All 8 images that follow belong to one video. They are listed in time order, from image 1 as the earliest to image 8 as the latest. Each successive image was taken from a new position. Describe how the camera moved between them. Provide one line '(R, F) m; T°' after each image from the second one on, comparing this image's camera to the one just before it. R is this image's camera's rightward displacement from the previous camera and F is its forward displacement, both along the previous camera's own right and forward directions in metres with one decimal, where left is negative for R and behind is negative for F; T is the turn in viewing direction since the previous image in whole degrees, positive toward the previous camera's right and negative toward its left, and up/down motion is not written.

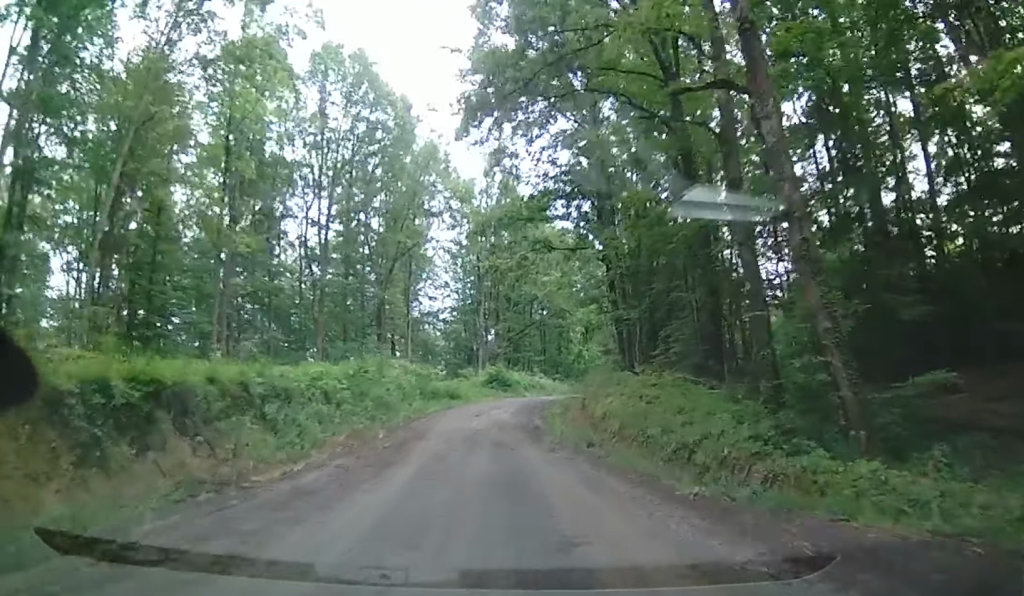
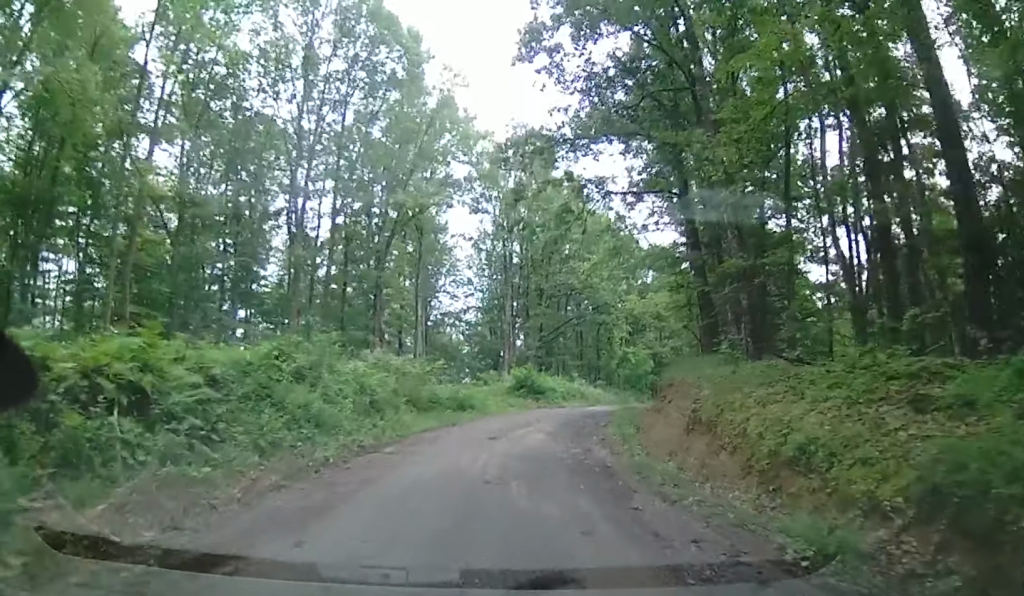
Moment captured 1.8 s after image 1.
(+0.4, +11.2) m; +3°
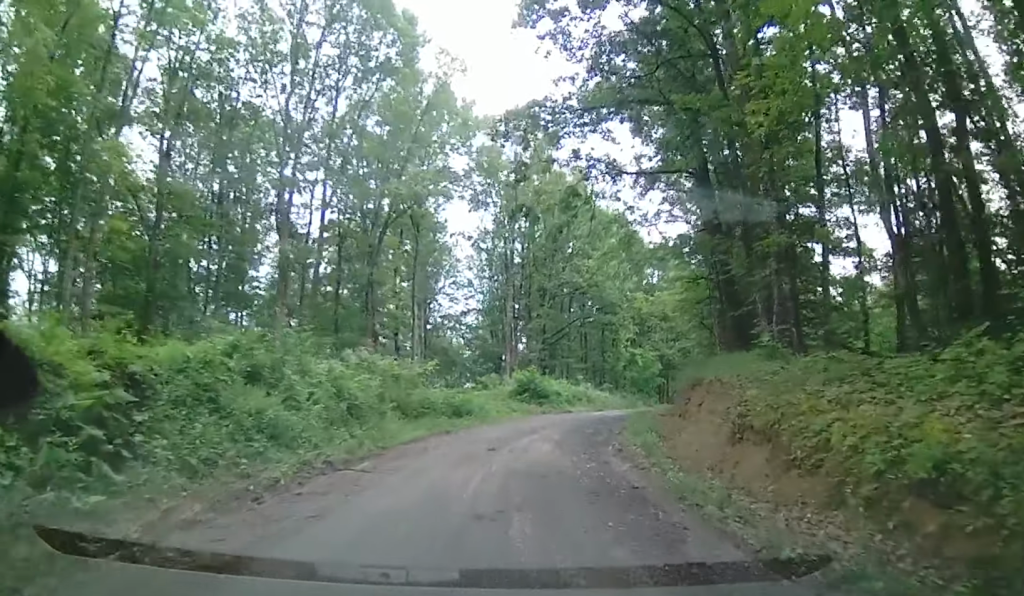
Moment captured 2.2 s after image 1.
(+0.1, +2.4) m; 0°
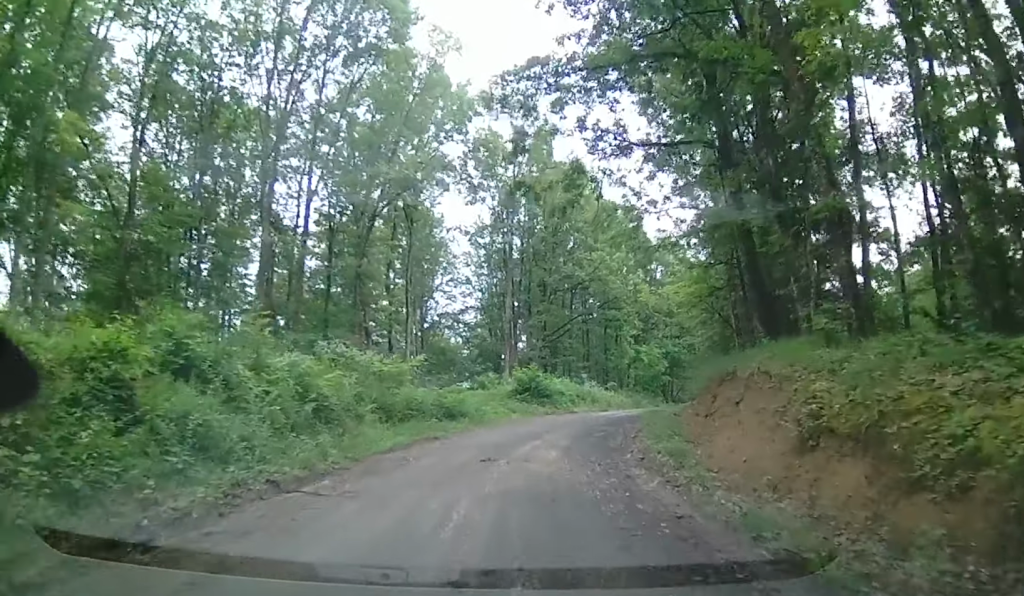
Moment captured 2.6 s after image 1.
(-0.1, +2.4) m; 0°
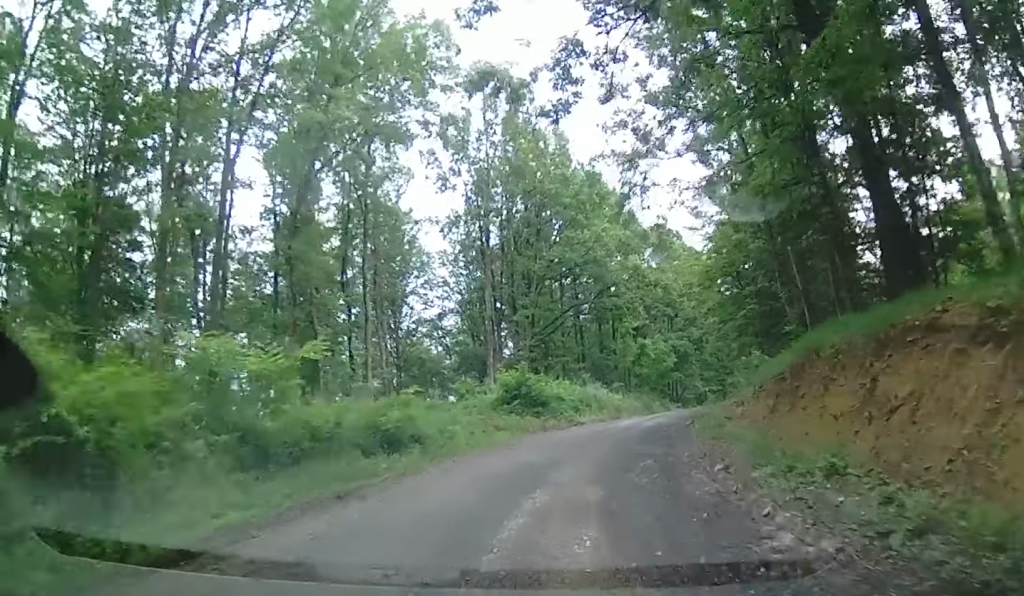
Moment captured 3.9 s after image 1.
(+0.1, +7.5) m; +2°
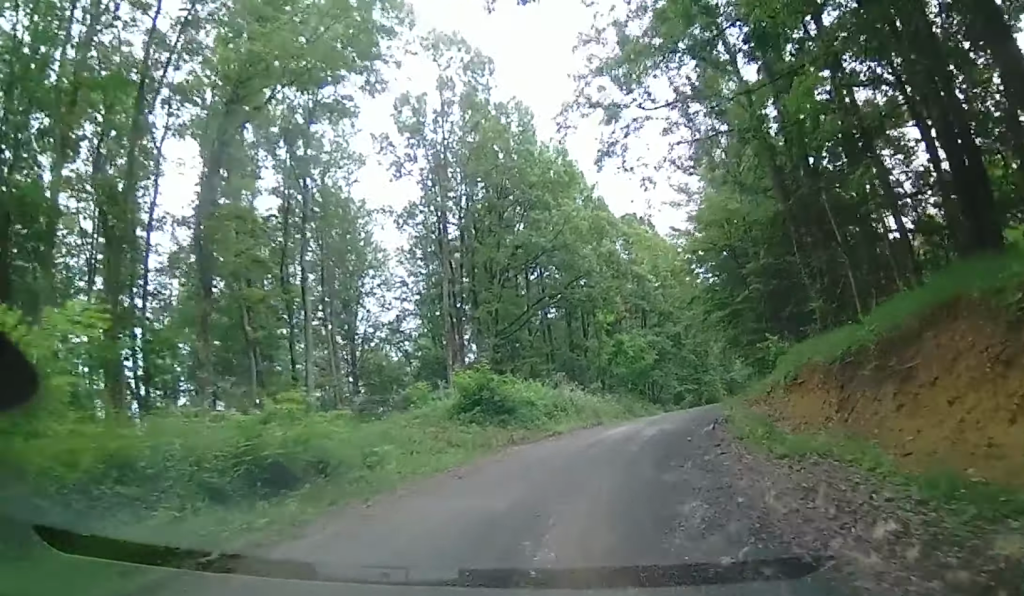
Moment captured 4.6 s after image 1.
(0.0, +4.4) m; +2°
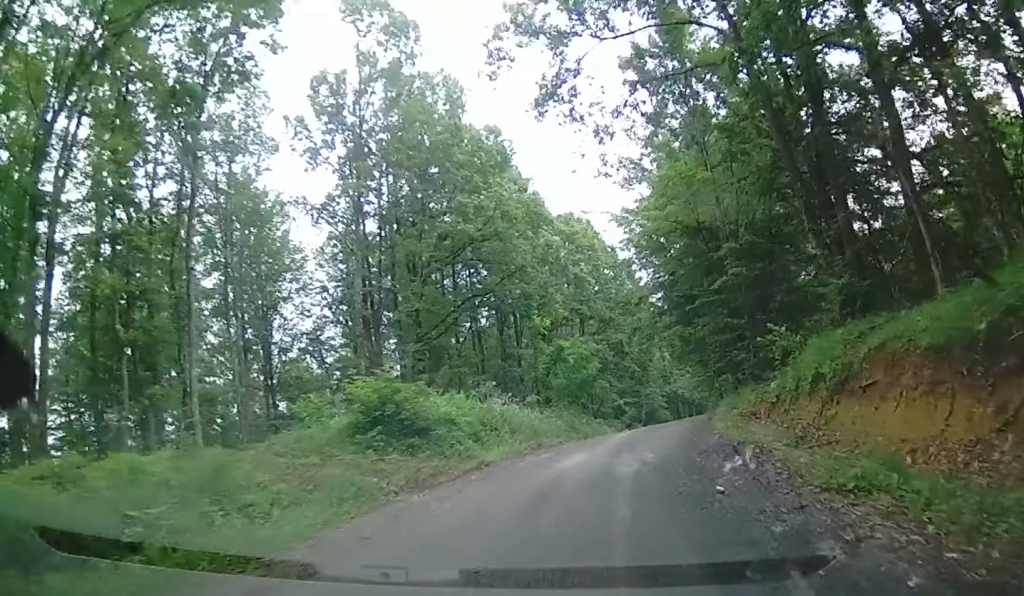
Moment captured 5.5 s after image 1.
(+0.1, +4.8) m; +4°
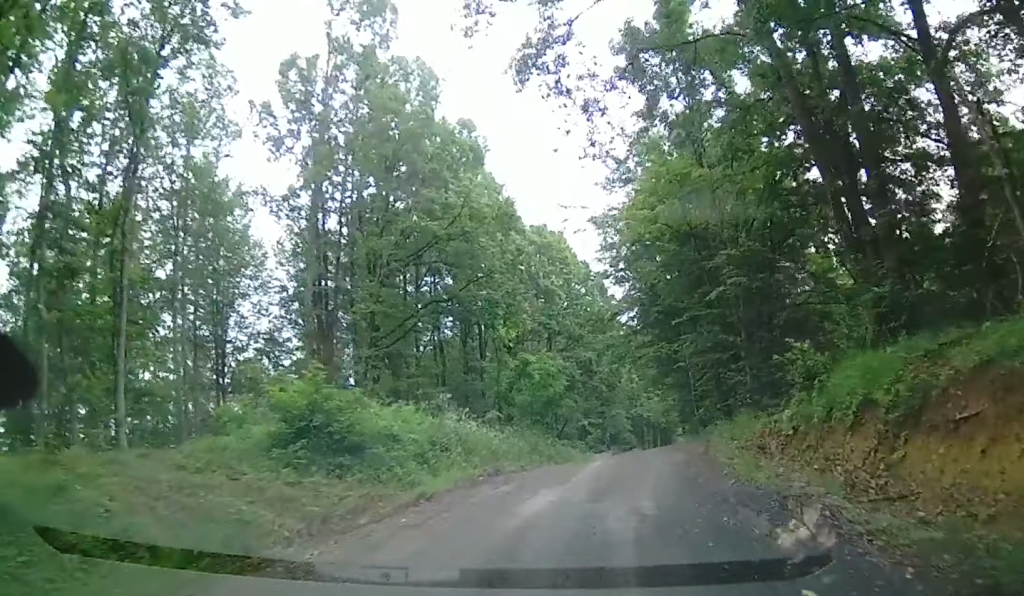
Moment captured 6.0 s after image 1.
(+0.1, +2.5) m; +3°
